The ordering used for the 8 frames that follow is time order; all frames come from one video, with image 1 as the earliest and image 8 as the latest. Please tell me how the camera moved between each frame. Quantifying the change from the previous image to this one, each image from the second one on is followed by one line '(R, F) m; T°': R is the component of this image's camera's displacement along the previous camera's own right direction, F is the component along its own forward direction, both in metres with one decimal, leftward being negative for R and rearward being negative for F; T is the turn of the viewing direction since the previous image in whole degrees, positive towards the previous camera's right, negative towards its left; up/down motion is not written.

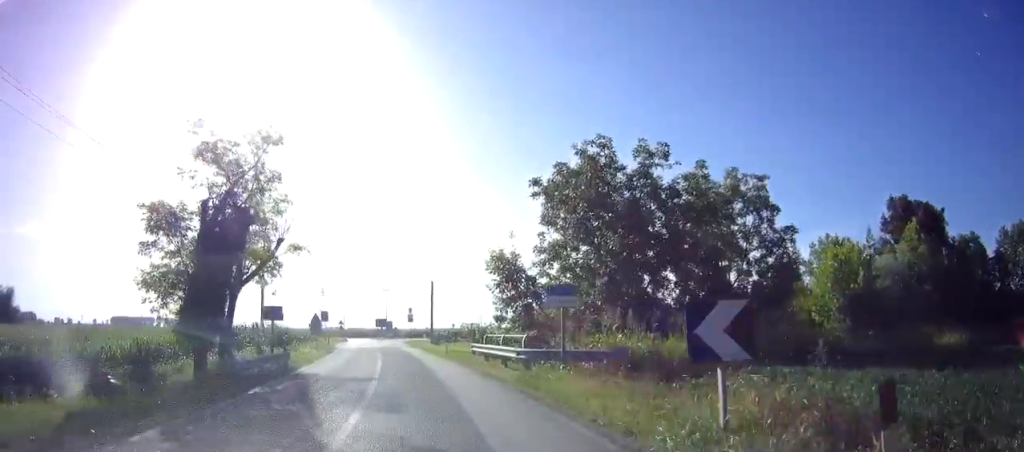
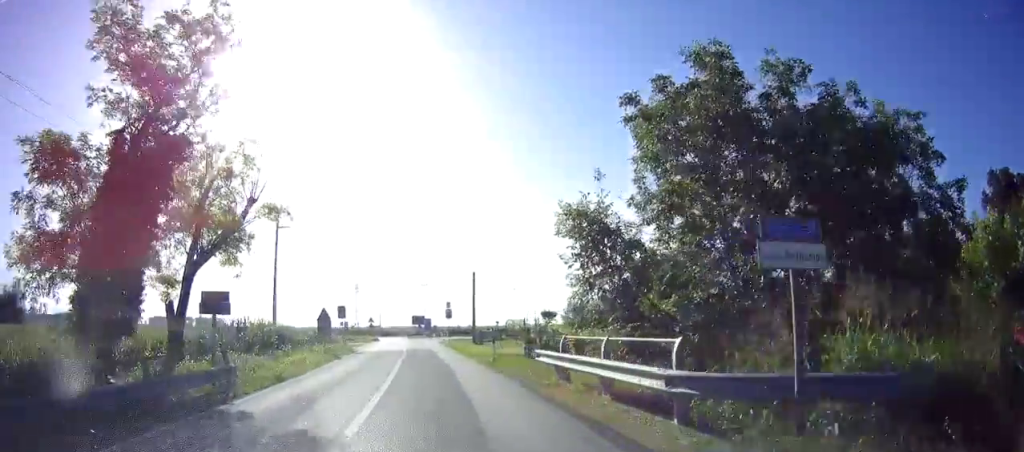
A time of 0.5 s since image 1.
(-0.4, +8.2) m; -3°
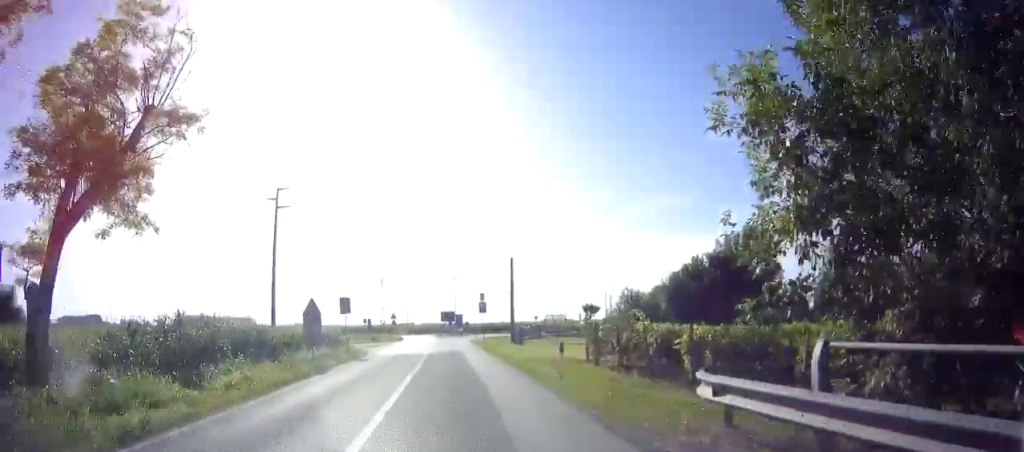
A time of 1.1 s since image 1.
(-0.2, +8.2) m; -3°
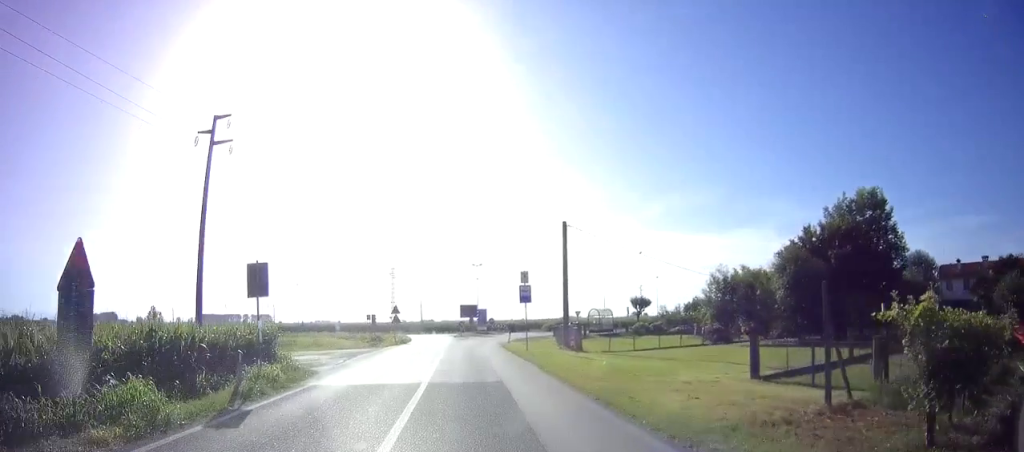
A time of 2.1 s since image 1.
(-0.4, +14.8) m; -3°
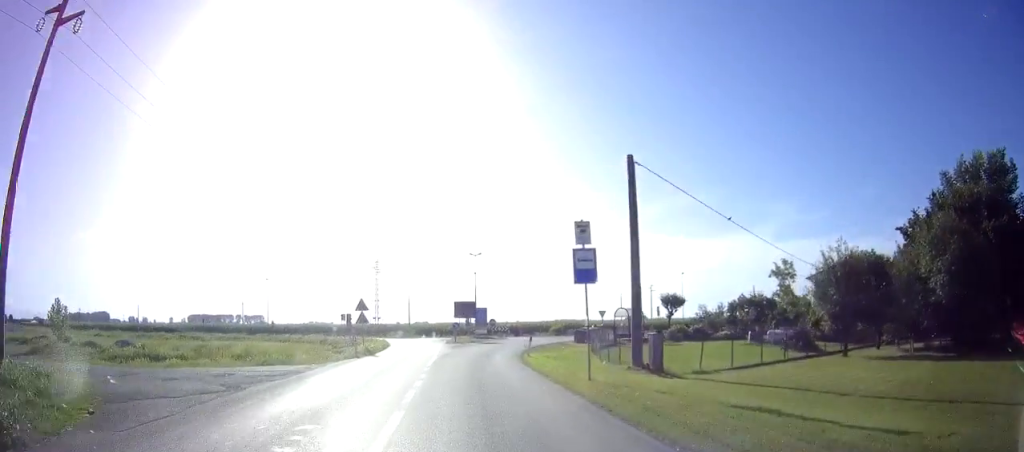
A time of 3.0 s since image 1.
(-0.3, +13.3) m; +1°
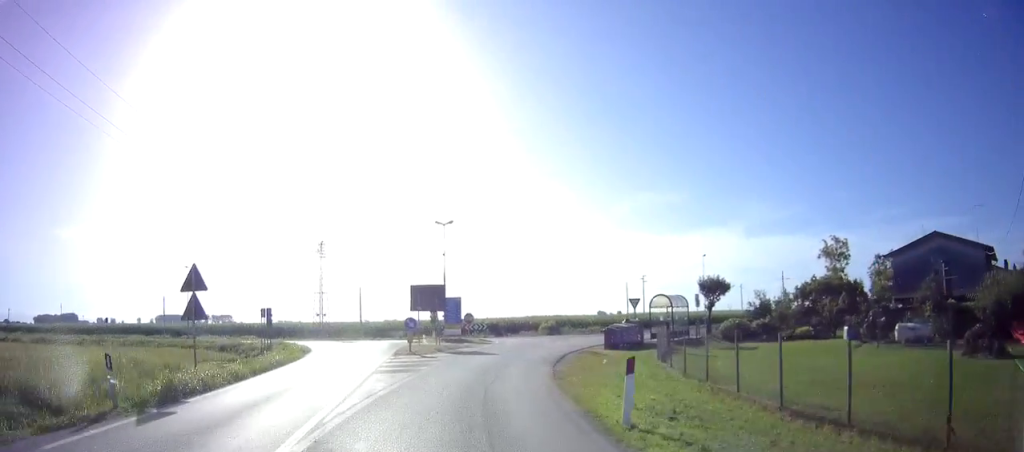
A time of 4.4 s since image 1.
(+0.9, +16.7) m; +7°
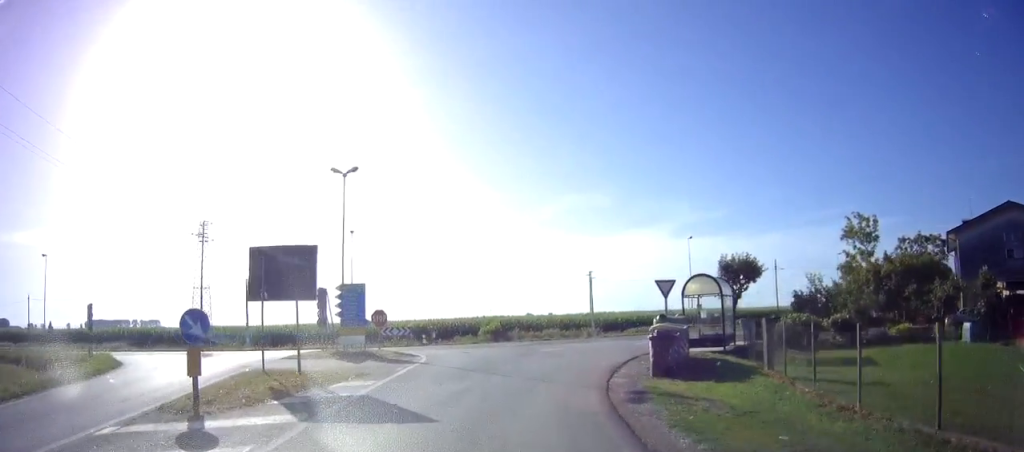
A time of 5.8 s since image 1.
(+1.0, +15.0) m; +9°
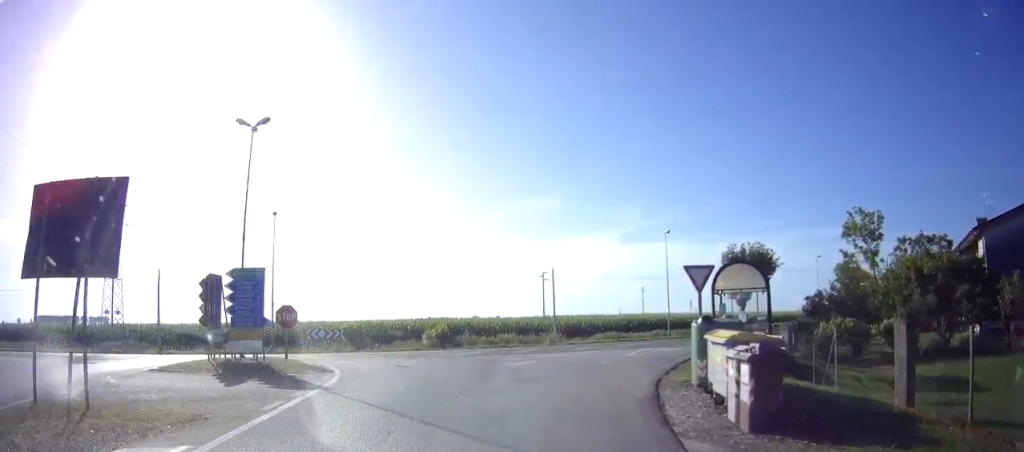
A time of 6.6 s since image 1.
(+0.3, +6.6) m; +7°
